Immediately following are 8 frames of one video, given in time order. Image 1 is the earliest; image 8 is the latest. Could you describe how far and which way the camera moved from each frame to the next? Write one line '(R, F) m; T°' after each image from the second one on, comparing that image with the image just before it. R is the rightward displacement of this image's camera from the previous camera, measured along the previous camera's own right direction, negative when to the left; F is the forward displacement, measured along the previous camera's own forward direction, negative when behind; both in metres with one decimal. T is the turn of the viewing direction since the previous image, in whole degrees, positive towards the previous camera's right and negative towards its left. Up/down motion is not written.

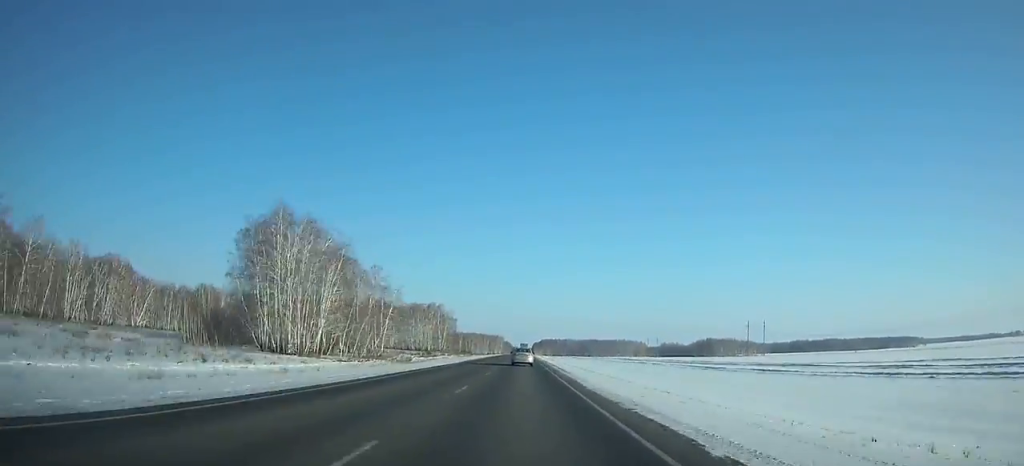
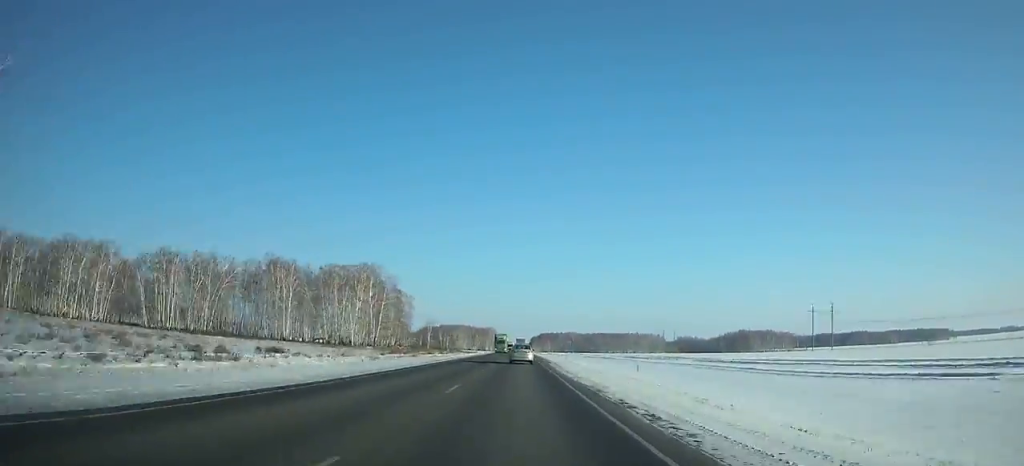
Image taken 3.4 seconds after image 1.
(+0.1, +108.2) m; 0°
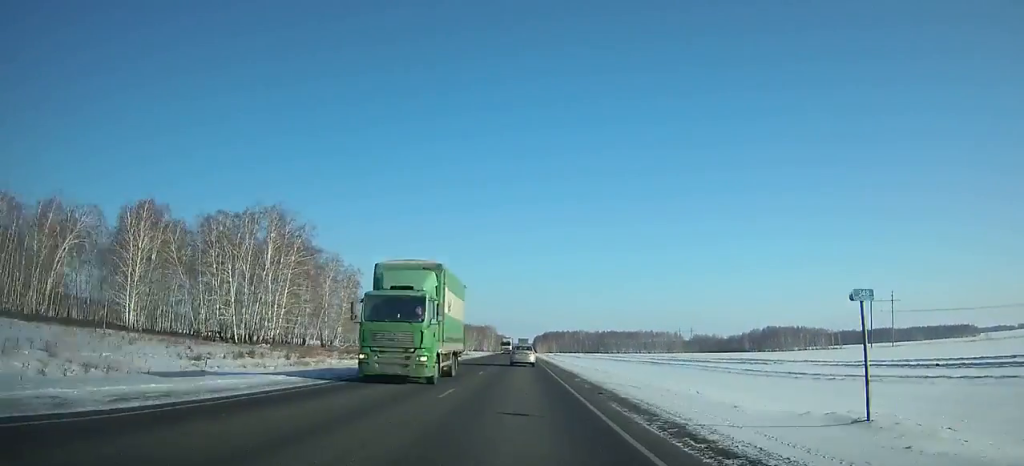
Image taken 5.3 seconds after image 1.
(0.0, +59.1) m; 0°
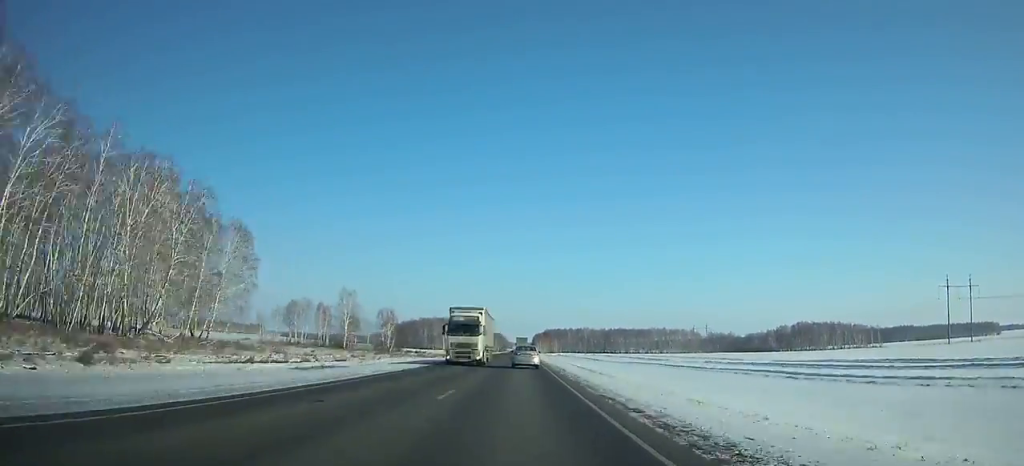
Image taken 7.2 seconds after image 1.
(0.0, +58.3) m; 0°
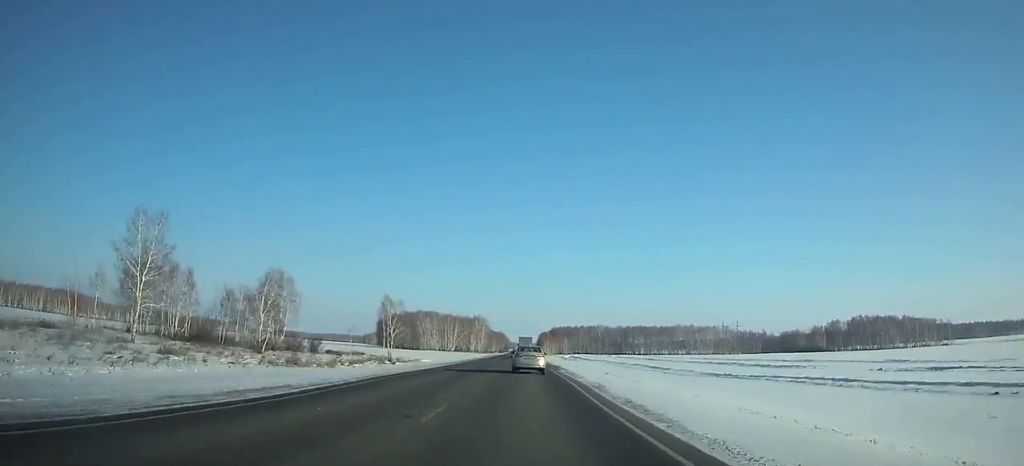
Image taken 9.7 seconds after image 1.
(-0.1, +74.6) m; 0°
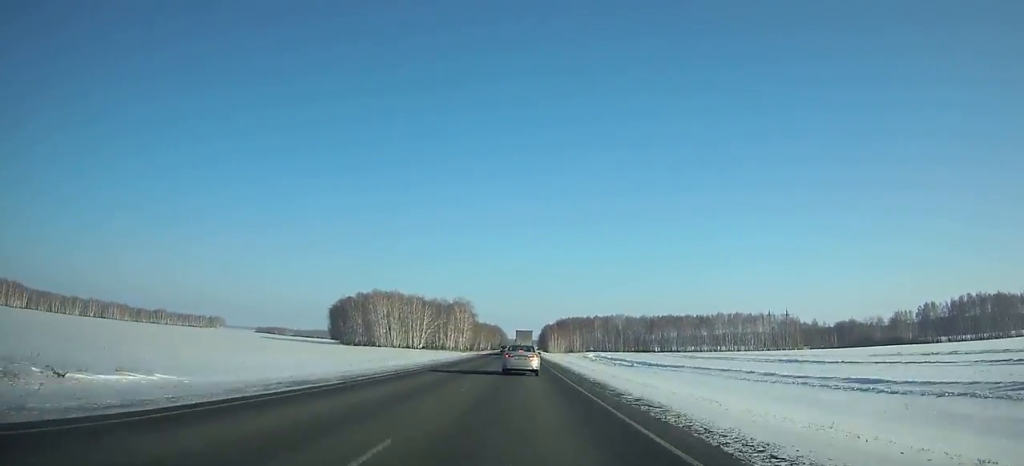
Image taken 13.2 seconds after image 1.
(+0.1, +98.9) m; 0°
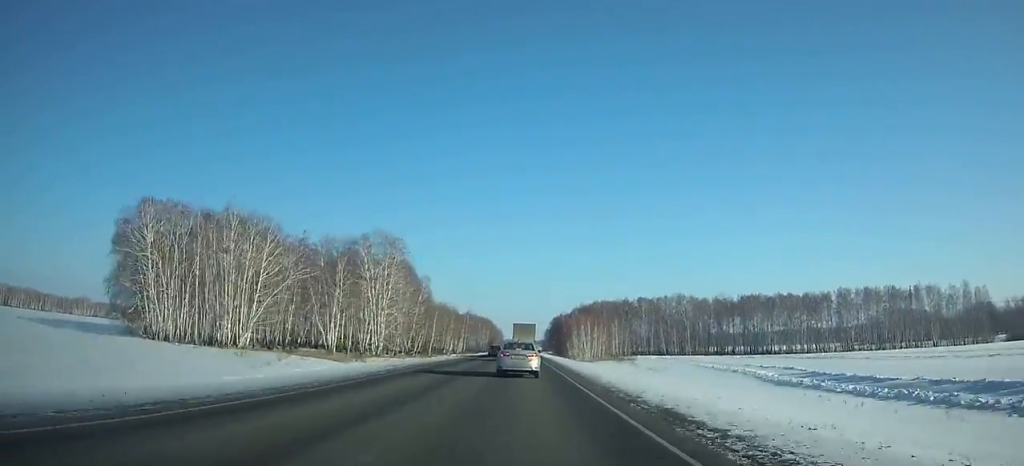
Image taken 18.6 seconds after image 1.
(+0.1, +142.2) m; 0°
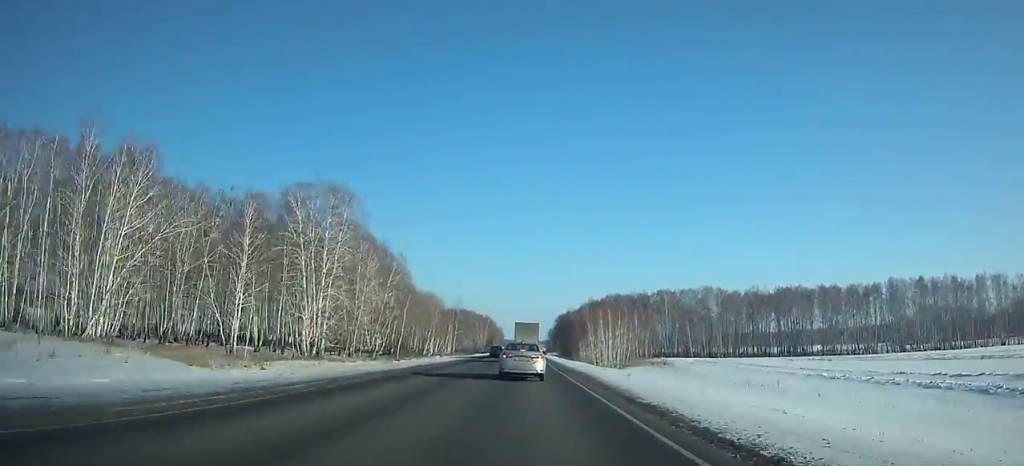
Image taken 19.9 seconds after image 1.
(-0.1, +31.7) m; 0°
